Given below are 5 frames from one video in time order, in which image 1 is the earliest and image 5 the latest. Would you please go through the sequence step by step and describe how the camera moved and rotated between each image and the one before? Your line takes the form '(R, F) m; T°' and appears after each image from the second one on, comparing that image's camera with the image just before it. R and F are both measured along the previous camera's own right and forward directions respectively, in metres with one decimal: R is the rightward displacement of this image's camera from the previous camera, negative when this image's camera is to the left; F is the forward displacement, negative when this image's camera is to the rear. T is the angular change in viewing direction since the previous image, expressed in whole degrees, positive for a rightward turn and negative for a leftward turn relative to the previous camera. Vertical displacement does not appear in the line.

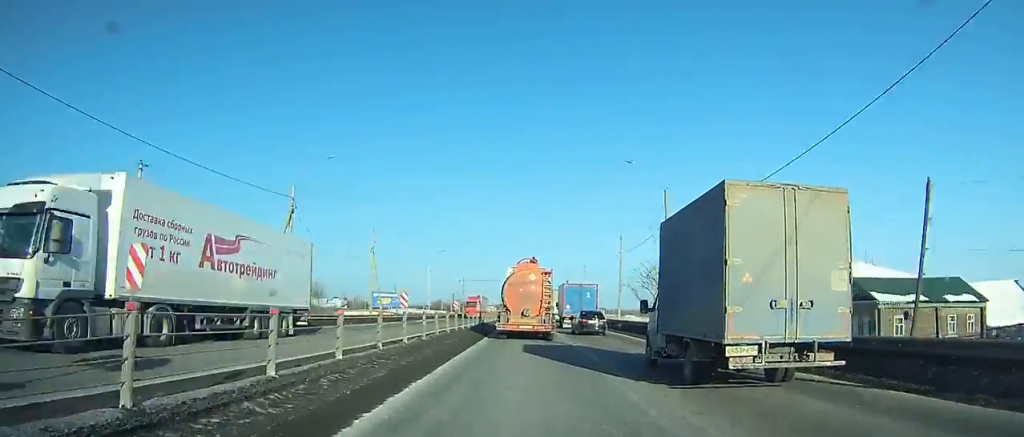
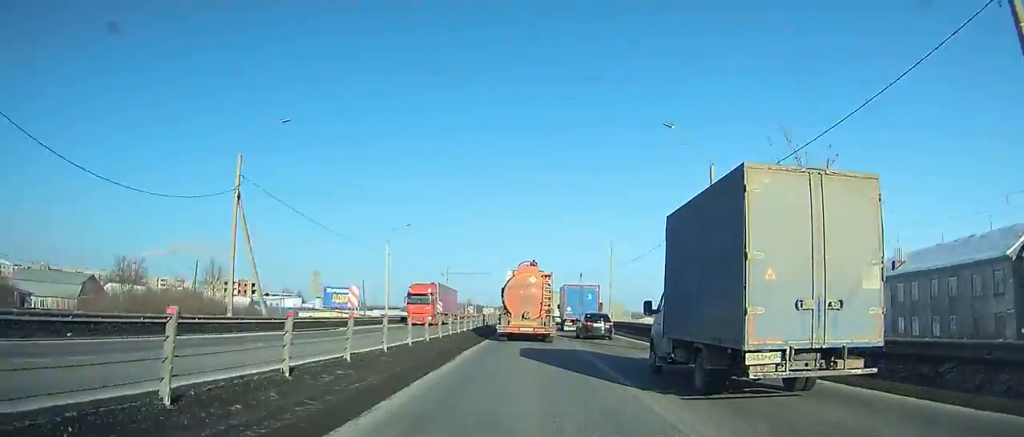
(0.0, +28.2) m; 0°
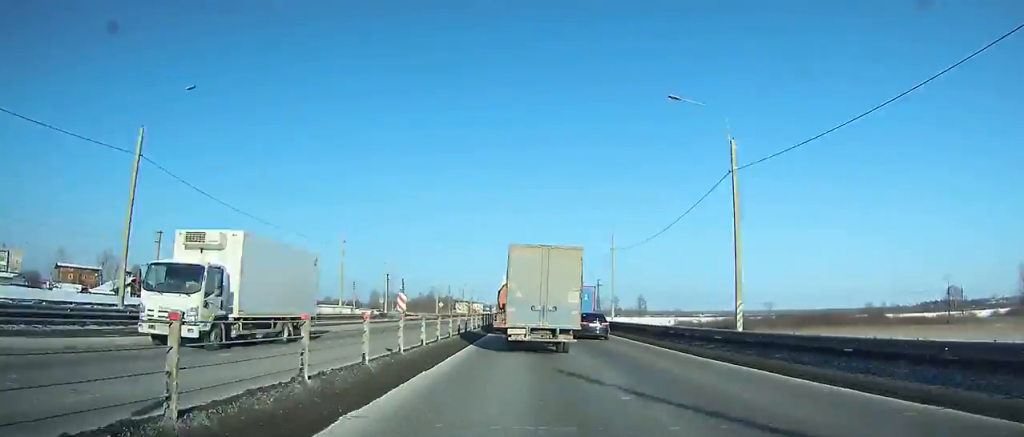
(-0.3, +159.2) m; -1°
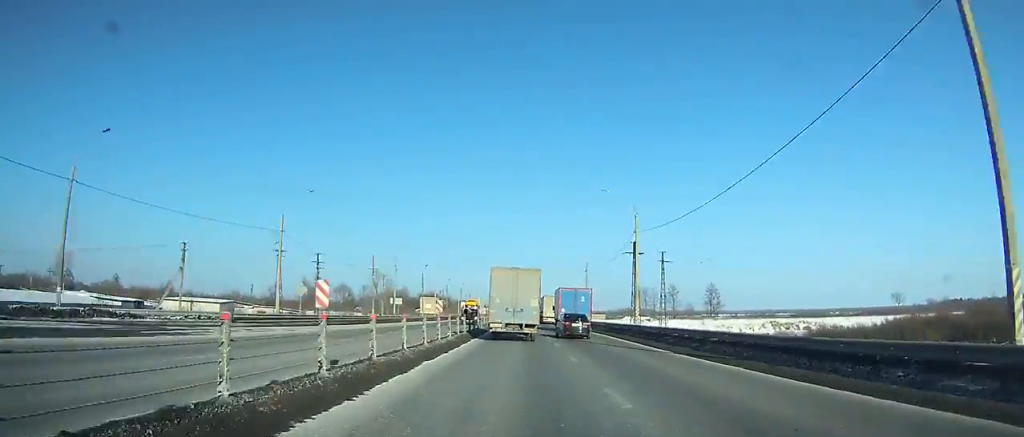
(-0.4, +91.8) m; 0°
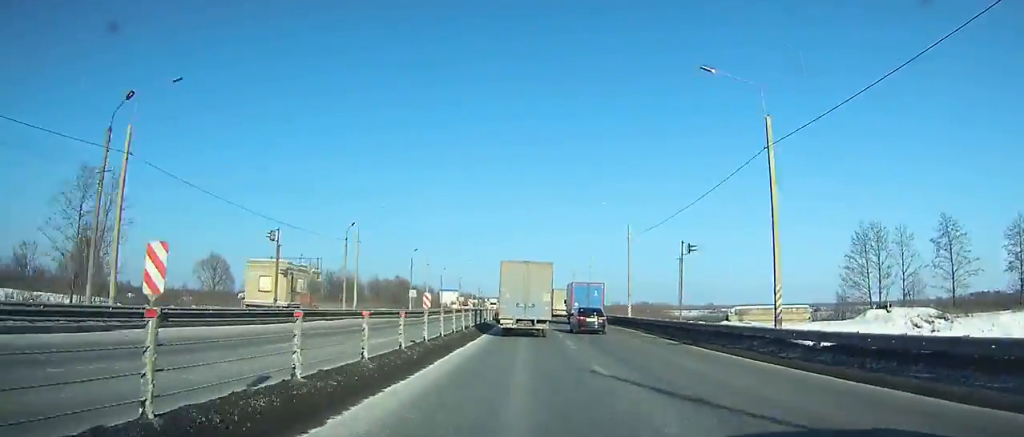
(-0.3, +98.8) m; 0°
